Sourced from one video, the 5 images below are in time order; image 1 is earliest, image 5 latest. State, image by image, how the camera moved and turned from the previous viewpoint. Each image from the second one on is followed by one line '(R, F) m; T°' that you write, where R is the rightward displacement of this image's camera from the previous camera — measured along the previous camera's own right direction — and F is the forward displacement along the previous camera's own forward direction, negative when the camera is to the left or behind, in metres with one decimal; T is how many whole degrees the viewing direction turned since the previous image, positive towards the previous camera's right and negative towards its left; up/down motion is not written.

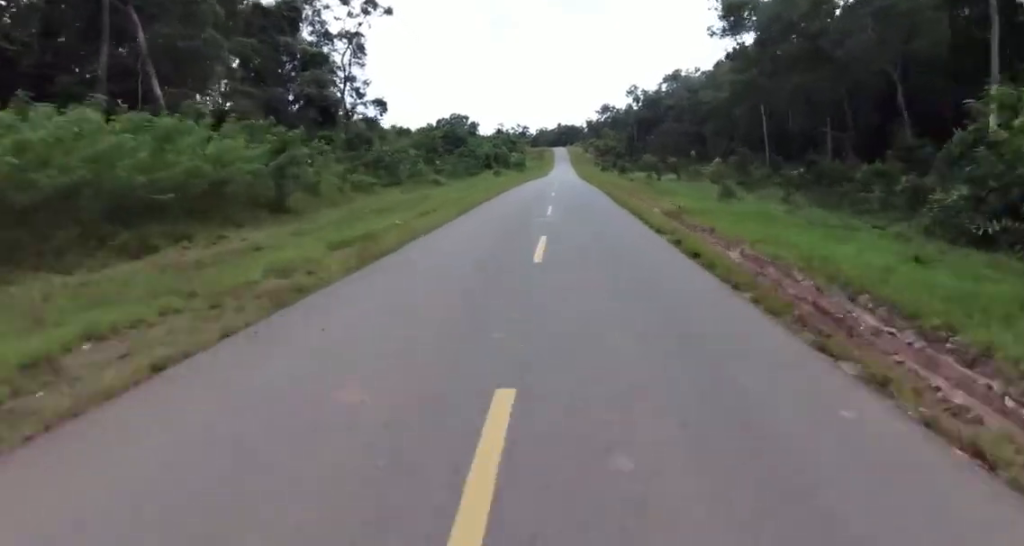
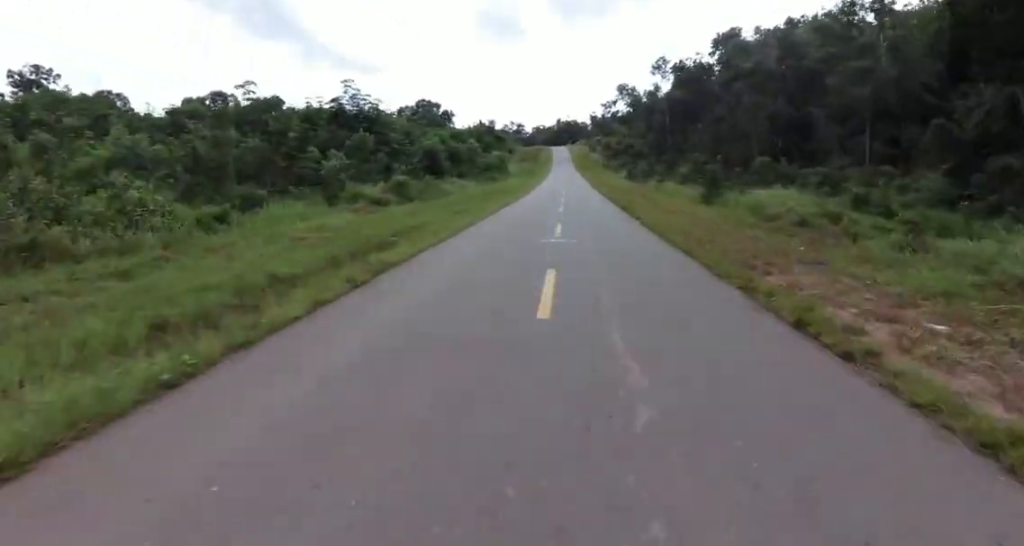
(+0.6, +52.5) m; +1°
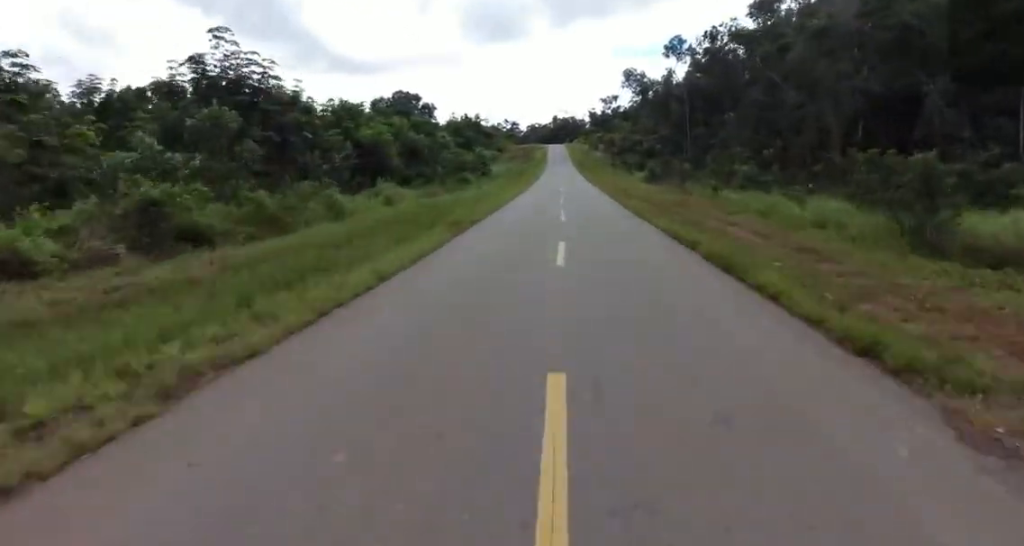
(0.0, +22.3) m; 0°
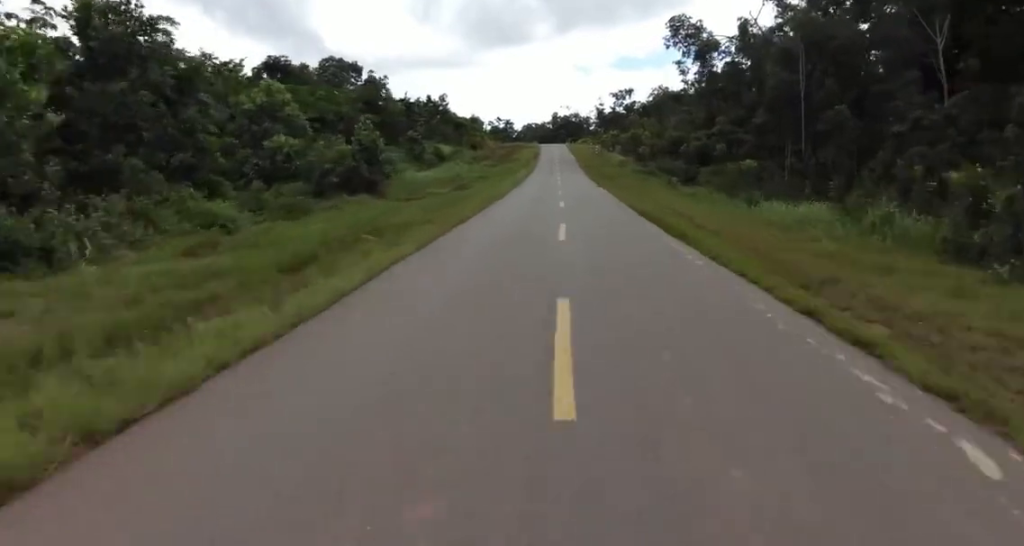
(-0.6, +47.8) m; -2°
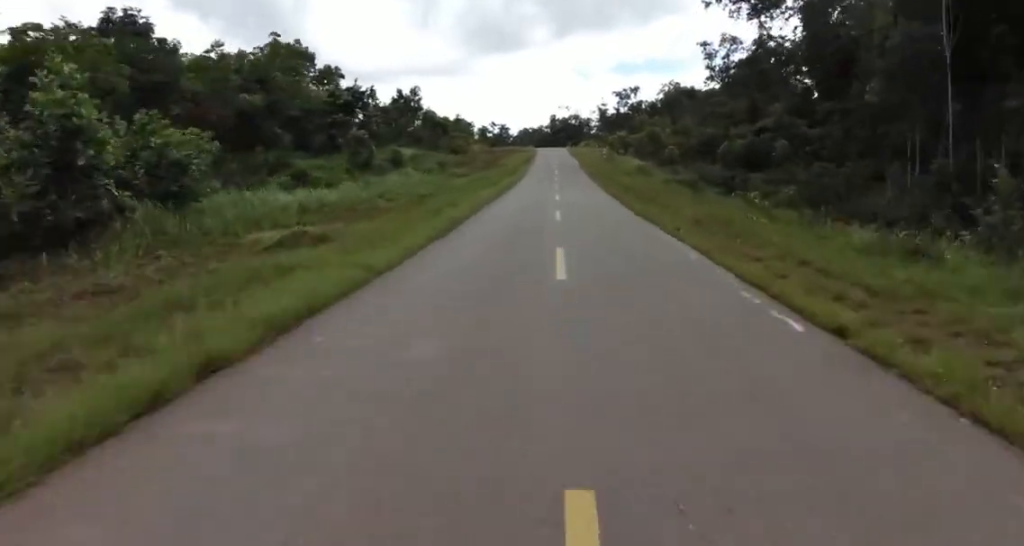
(-0.2, +20.0) m; -1°
